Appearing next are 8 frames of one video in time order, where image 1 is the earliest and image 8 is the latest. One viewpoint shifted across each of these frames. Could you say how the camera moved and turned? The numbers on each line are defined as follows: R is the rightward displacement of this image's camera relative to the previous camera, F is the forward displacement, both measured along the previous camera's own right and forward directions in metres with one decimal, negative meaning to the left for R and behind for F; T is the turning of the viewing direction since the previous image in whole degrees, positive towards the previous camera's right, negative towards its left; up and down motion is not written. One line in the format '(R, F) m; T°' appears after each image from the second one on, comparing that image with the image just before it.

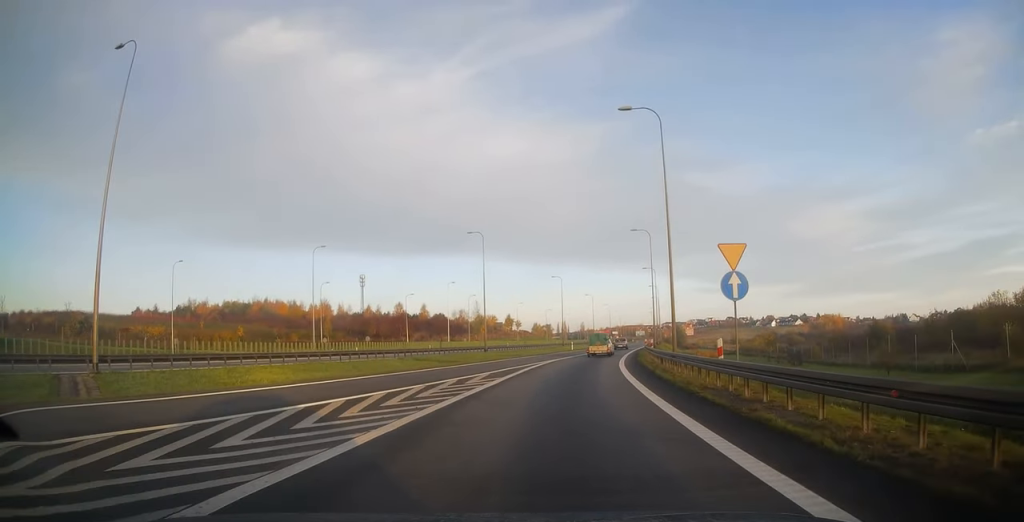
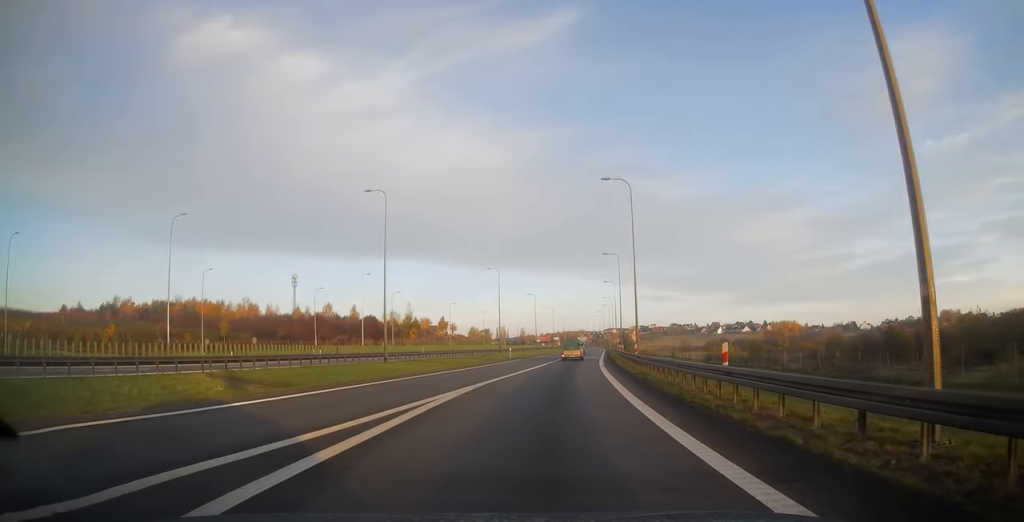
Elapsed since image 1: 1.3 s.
(+1.0, +22.0) m; +5°
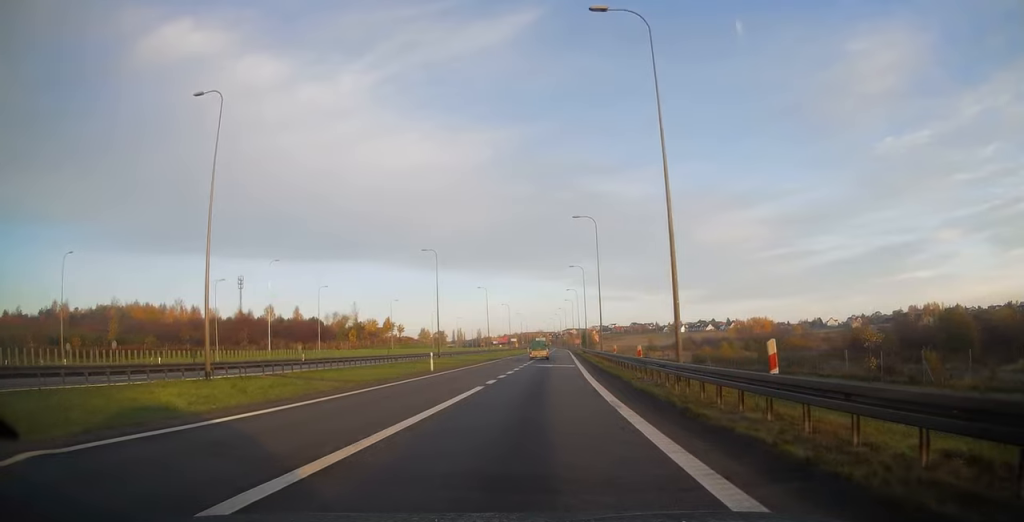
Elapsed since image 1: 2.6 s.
(+1.0, +22.3) m; +4°
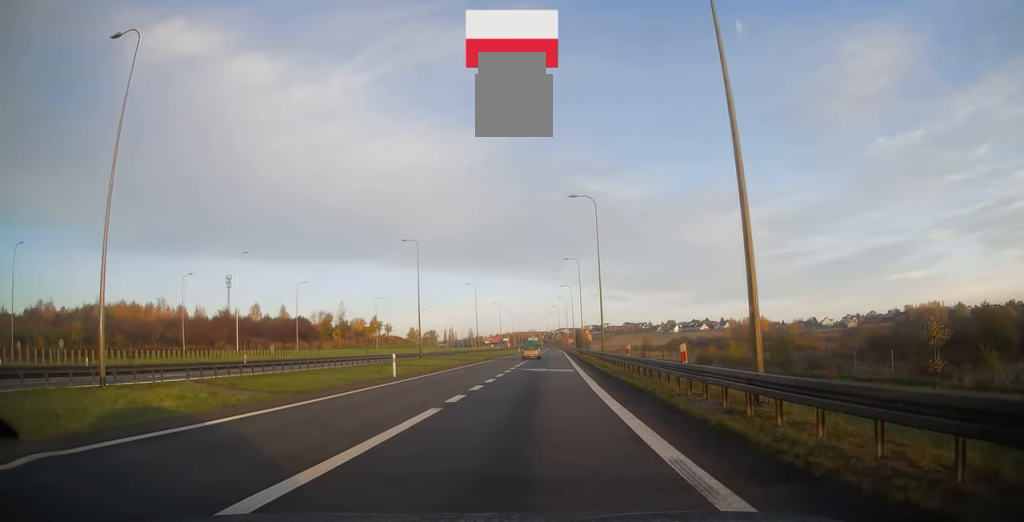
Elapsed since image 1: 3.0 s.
(+0.1, +7.4) m; +1°
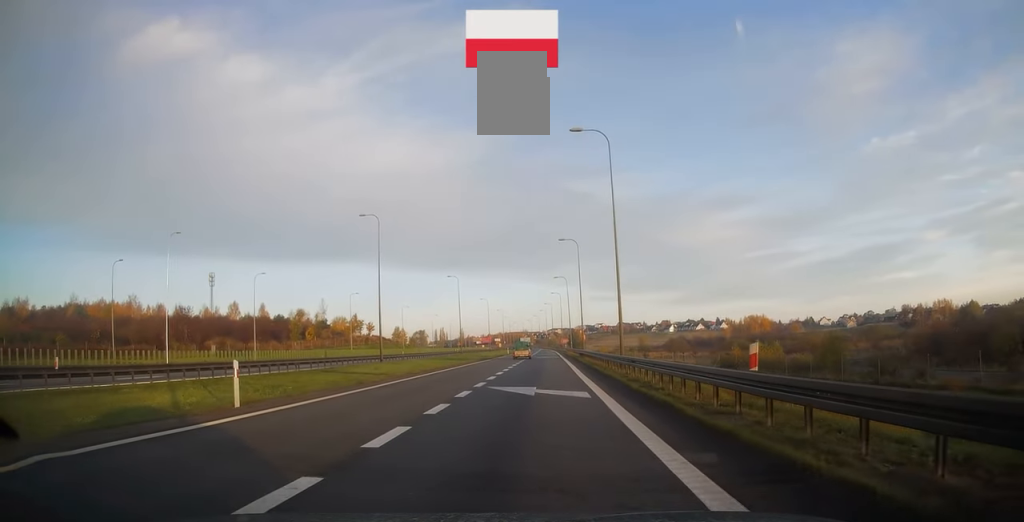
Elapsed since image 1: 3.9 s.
(+0.1, +14.6) m; +1°
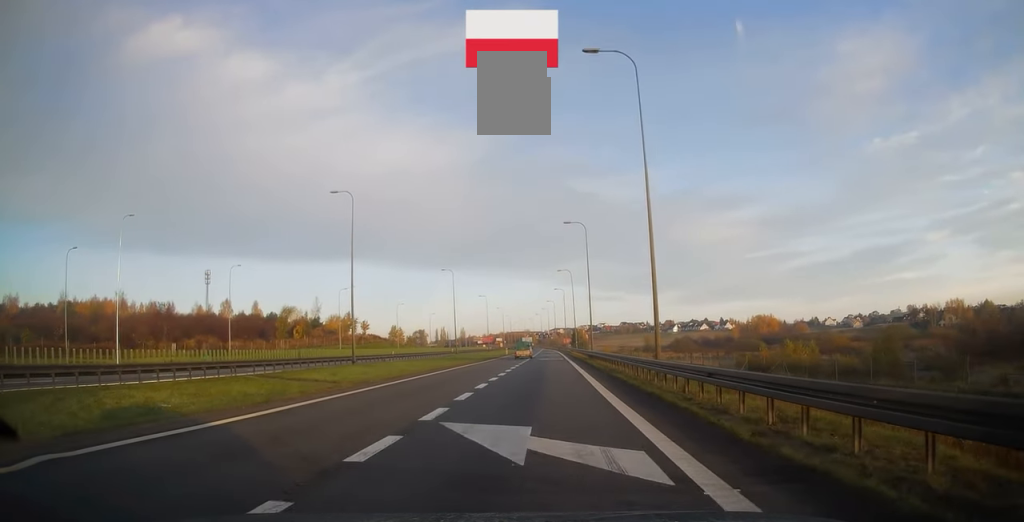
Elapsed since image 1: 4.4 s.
(0.0, +9.2) m; 0°
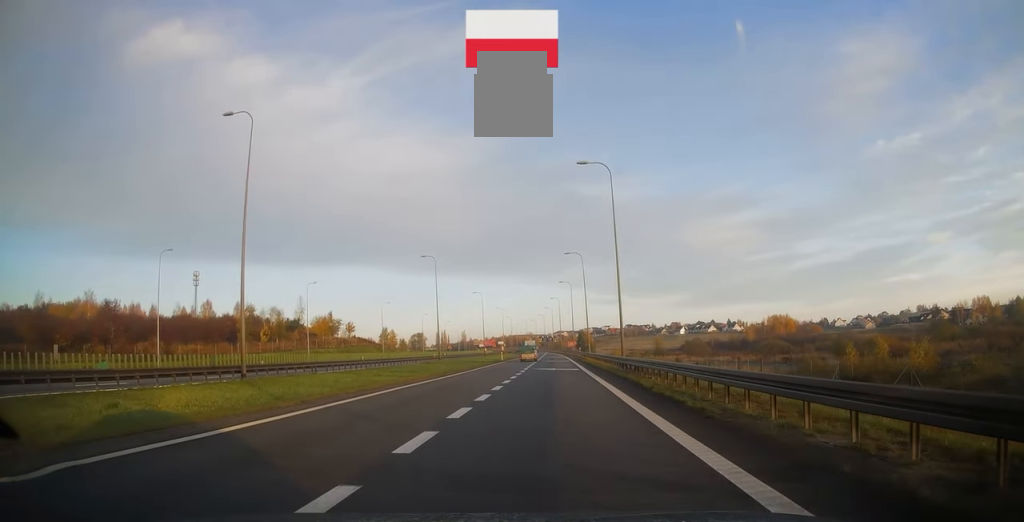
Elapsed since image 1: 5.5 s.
(+0.1, +19.2) m; 0°
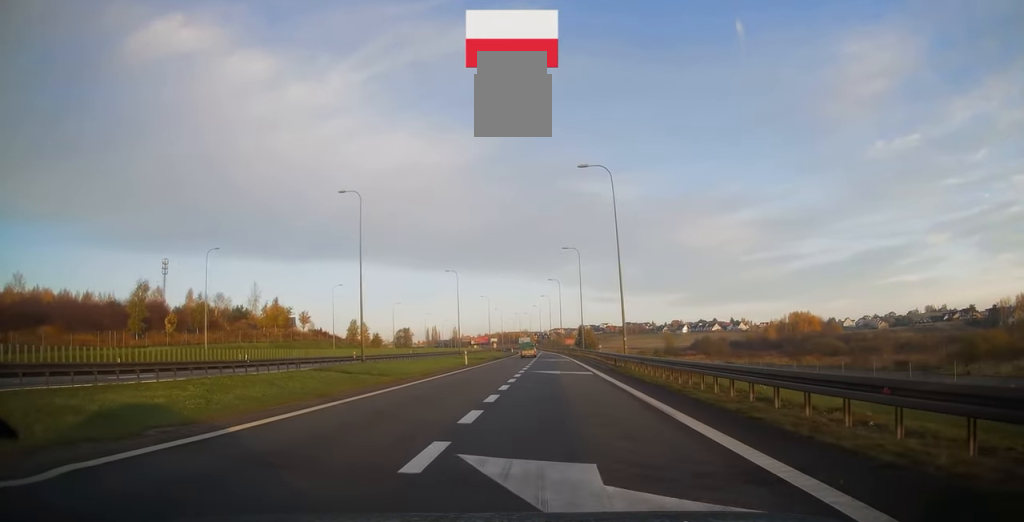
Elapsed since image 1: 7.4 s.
(-0.1, +32.9) m; 0°
